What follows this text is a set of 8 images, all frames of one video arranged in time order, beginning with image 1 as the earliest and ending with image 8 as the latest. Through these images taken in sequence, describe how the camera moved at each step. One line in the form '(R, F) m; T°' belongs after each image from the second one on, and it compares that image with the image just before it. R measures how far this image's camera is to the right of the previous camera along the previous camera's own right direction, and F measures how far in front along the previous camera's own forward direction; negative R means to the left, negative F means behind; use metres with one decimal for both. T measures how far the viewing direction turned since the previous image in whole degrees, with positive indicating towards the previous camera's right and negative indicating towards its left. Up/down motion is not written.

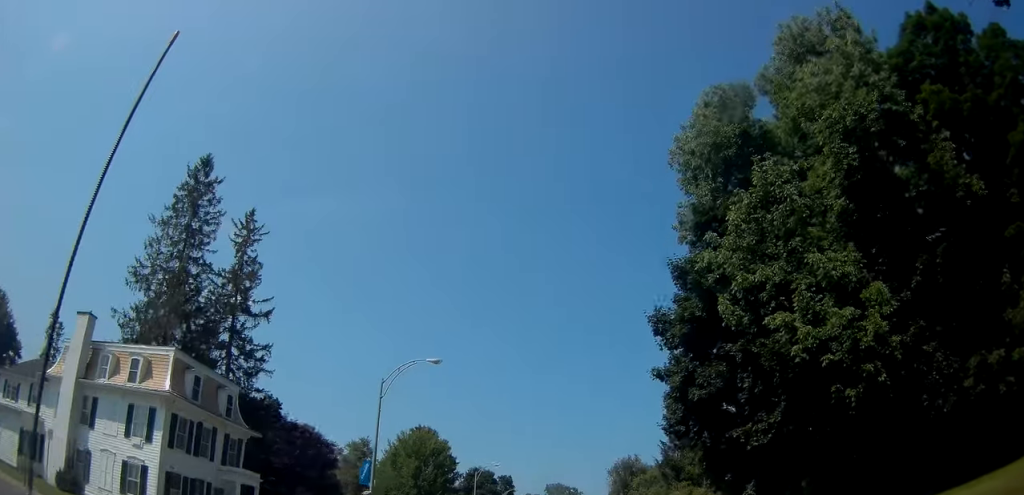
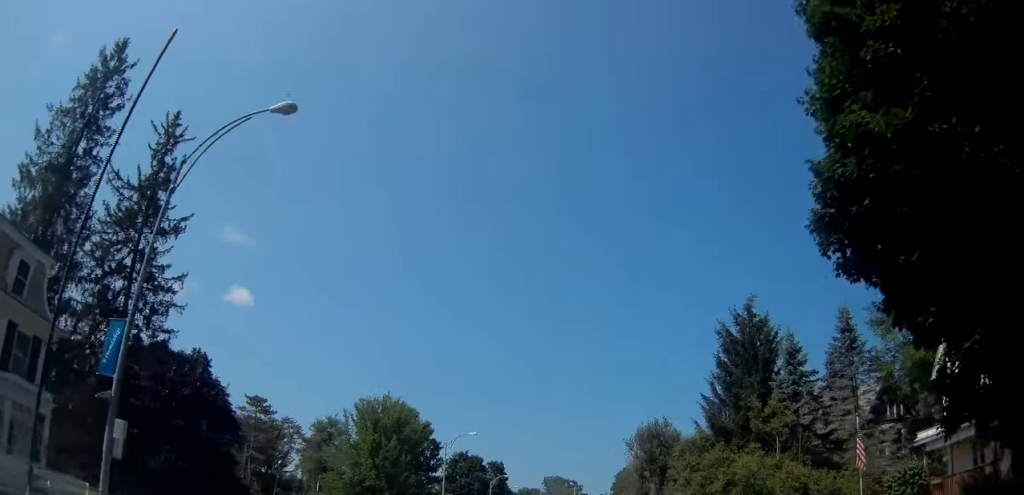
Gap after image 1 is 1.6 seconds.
(+0.5, +16.4) m; +1°
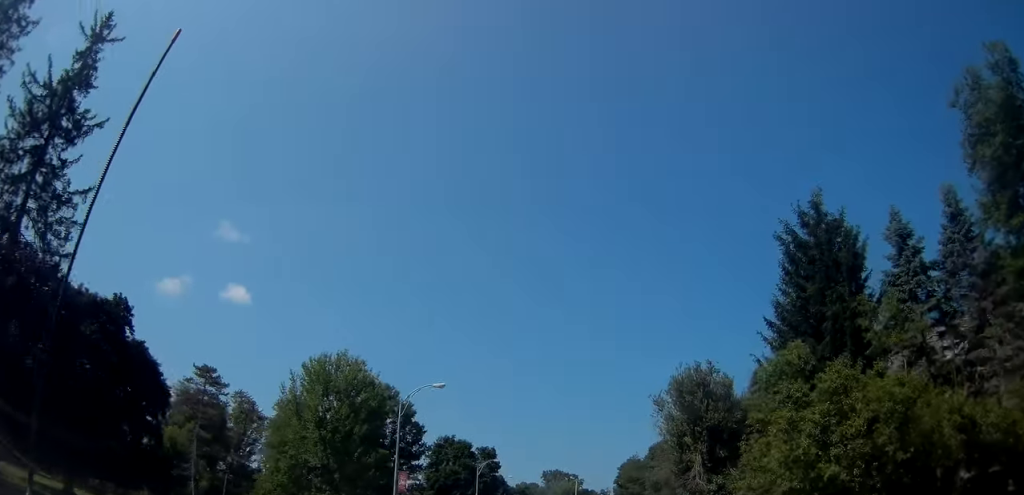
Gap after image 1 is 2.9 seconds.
(-0.3, +13.0) m; 0°
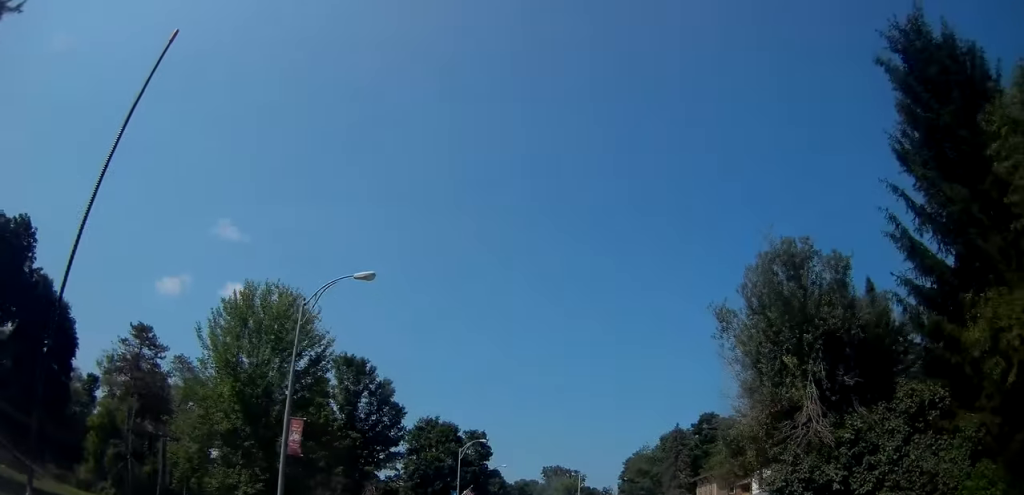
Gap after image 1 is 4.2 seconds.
(+0.1, +13.0) m; 0°
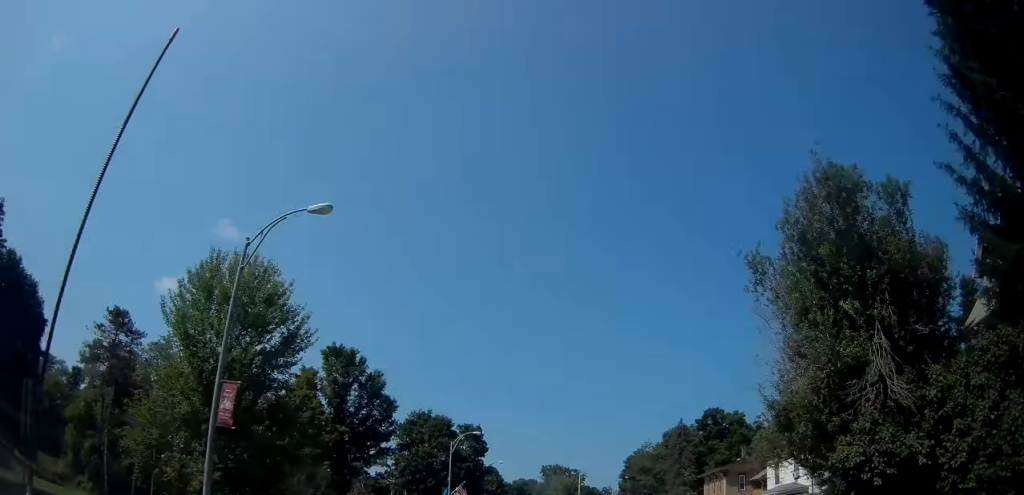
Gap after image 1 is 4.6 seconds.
(-0.1, +4.0) m; 0°
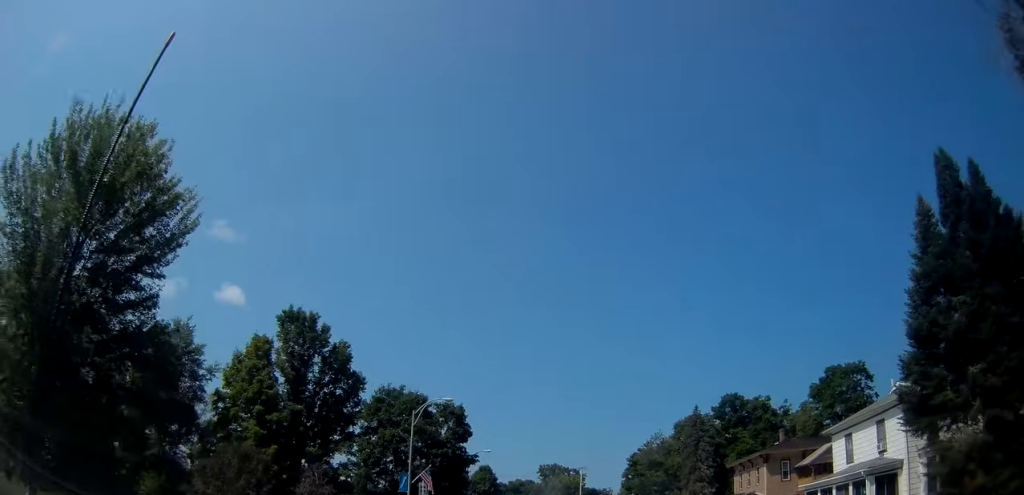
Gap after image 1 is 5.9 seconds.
(+0.2, +12.6) m; -1°
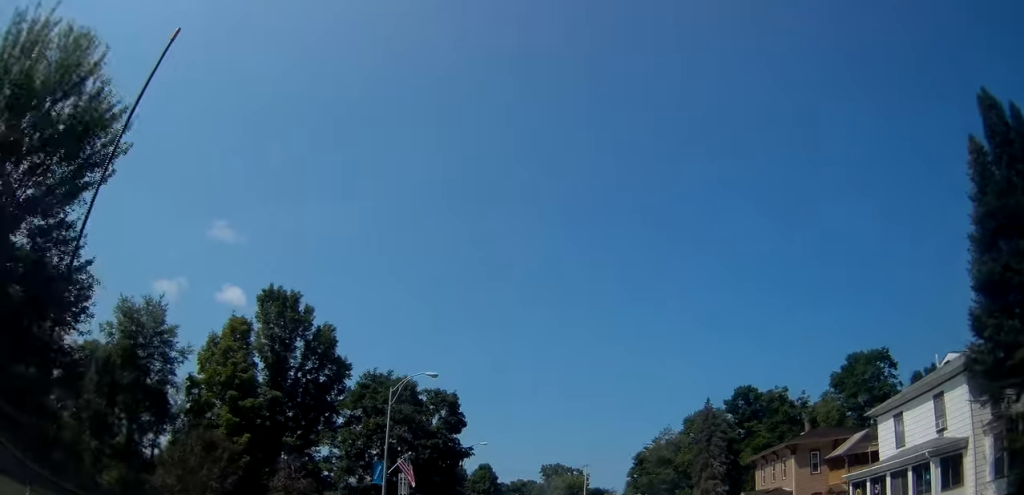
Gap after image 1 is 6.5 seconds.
(-0.2, +5.6) m; -1°
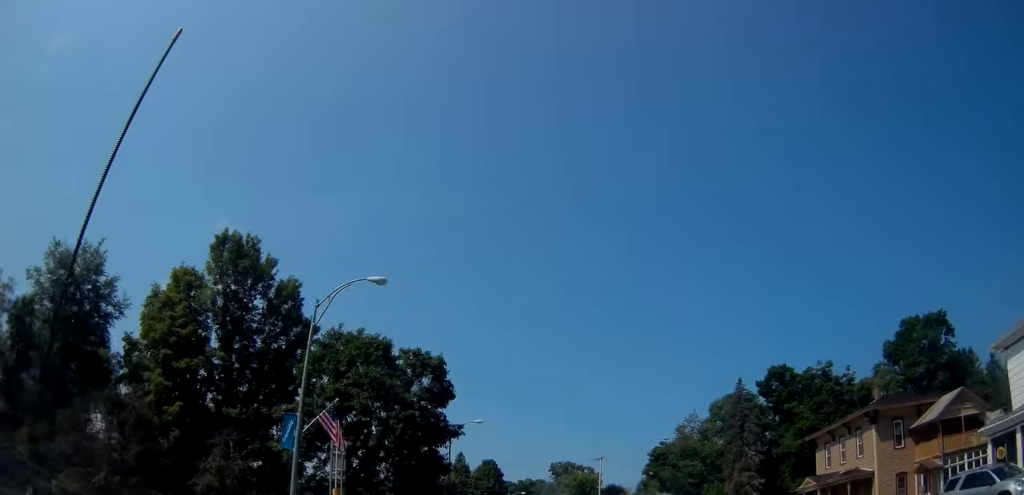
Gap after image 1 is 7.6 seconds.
(+0.1, +11.2) m; 0°
